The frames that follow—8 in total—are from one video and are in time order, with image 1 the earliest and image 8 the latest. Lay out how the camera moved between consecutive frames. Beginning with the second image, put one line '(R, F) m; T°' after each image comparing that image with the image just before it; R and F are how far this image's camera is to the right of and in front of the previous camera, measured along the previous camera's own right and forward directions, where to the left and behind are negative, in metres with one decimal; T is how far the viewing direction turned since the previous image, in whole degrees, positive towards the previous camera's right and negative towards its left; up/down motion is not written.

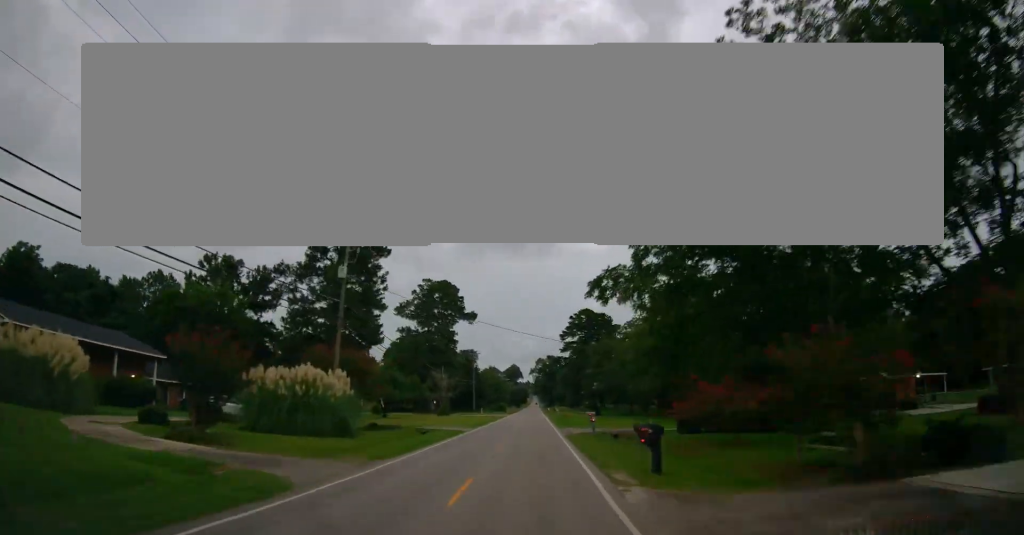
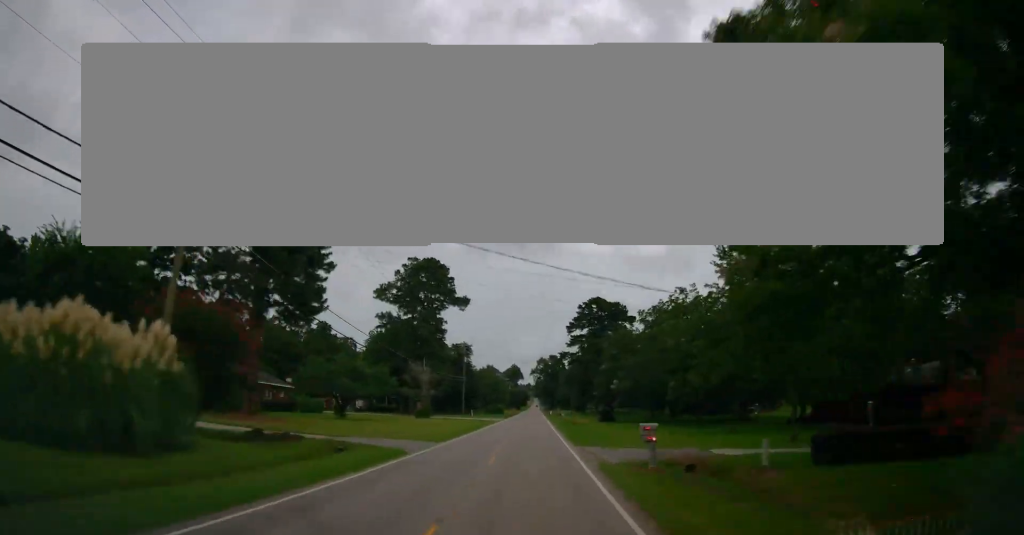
(-0.1, +16.4) m; 0°
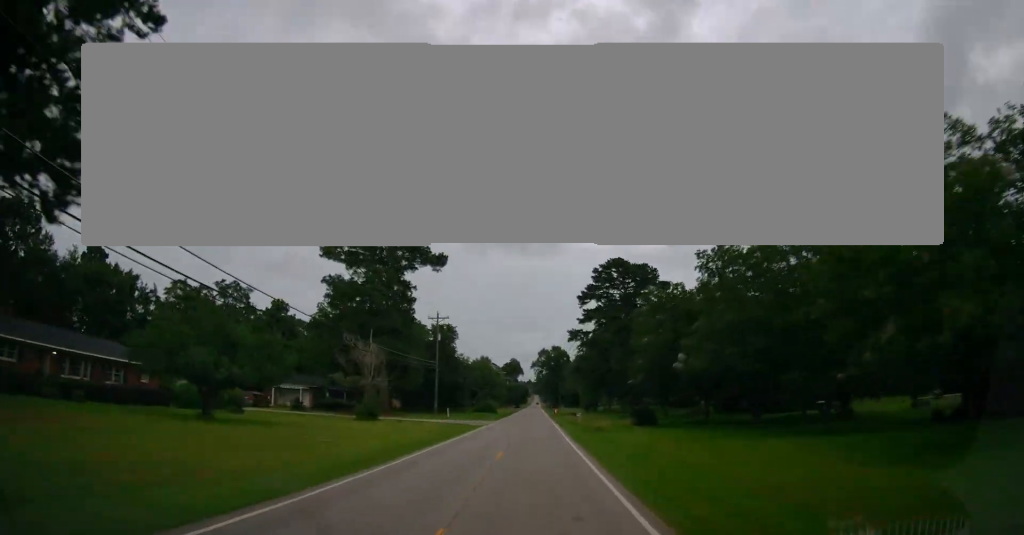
(+0.1, +24.9) m; 0°
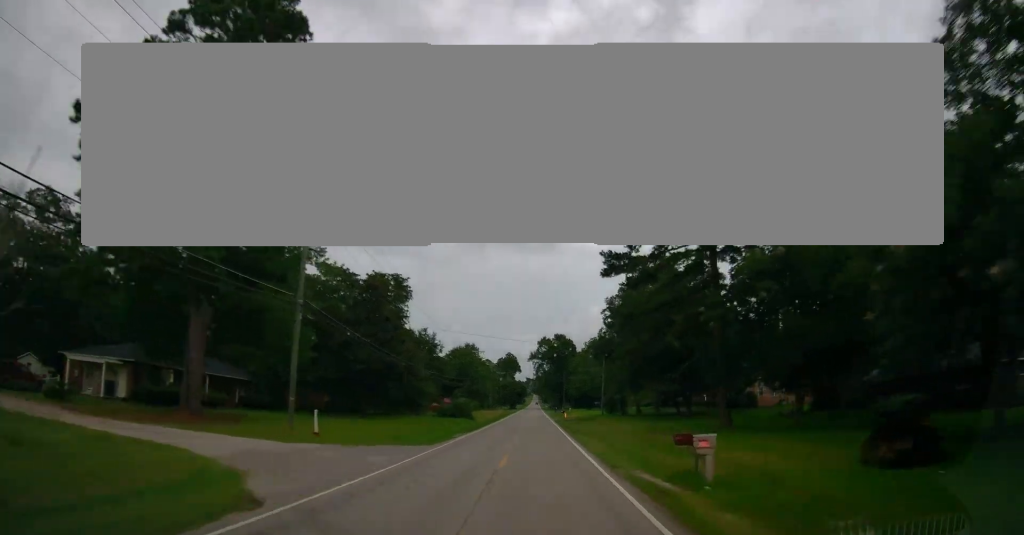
(-0.3, +37.3) m; 0°
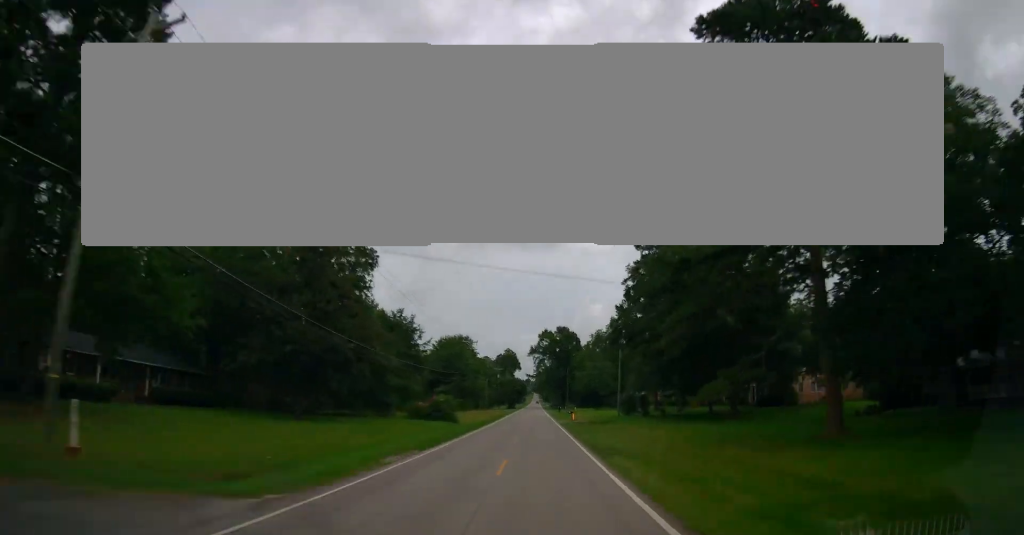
(0.0, +14.1) m; 0°
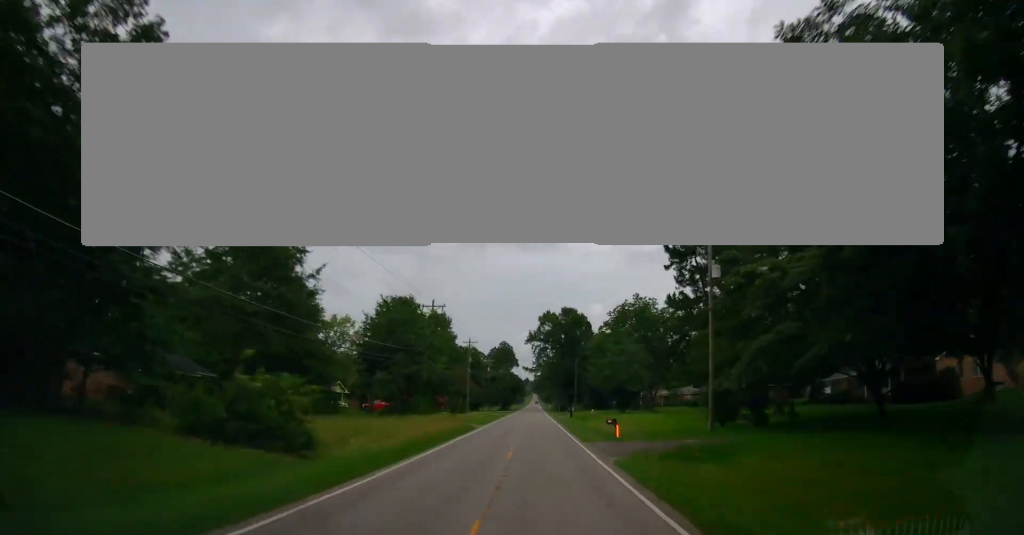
(+0.2, +32.2) m; 0°
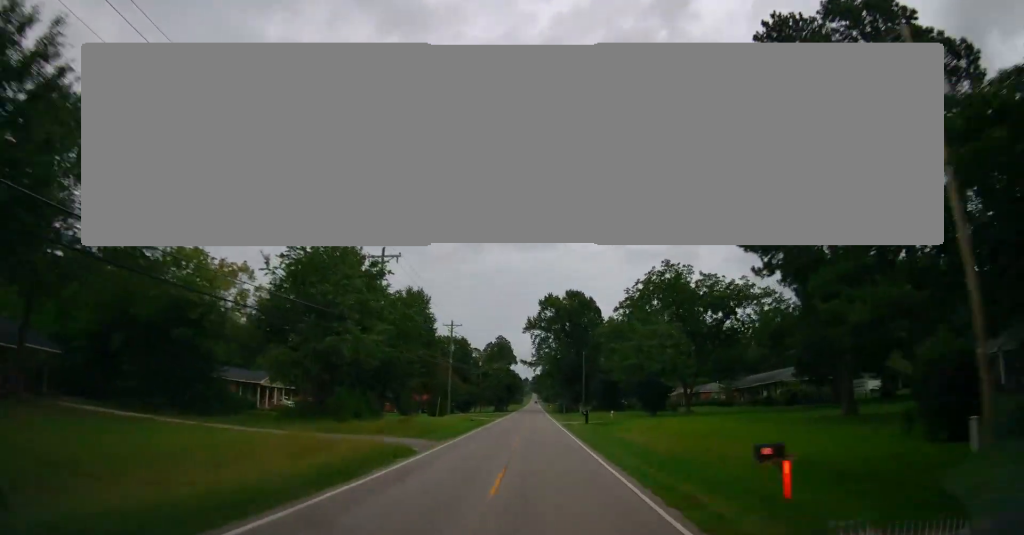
(-0.3, +19.1) m; 0°
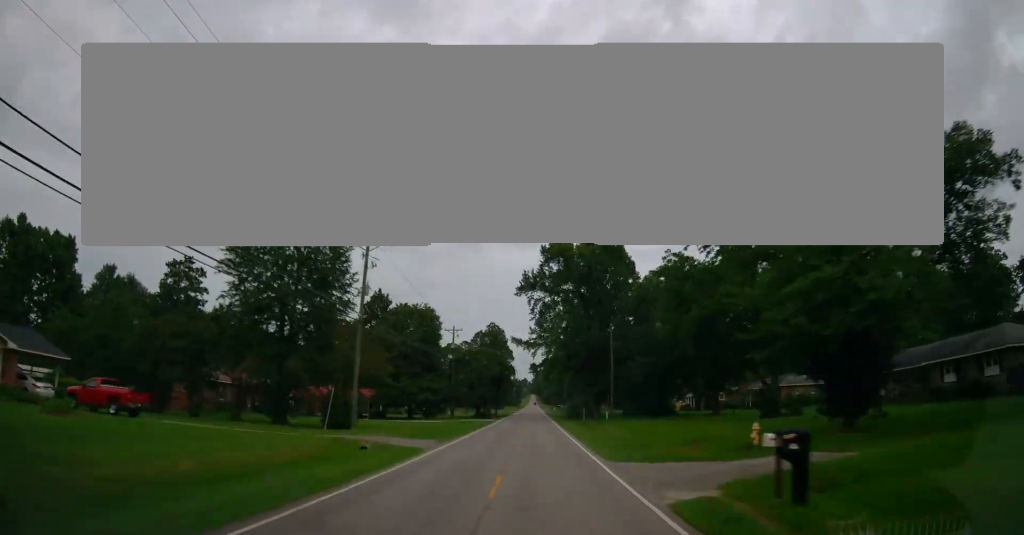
(+0.4, +36.6) m; +1°
